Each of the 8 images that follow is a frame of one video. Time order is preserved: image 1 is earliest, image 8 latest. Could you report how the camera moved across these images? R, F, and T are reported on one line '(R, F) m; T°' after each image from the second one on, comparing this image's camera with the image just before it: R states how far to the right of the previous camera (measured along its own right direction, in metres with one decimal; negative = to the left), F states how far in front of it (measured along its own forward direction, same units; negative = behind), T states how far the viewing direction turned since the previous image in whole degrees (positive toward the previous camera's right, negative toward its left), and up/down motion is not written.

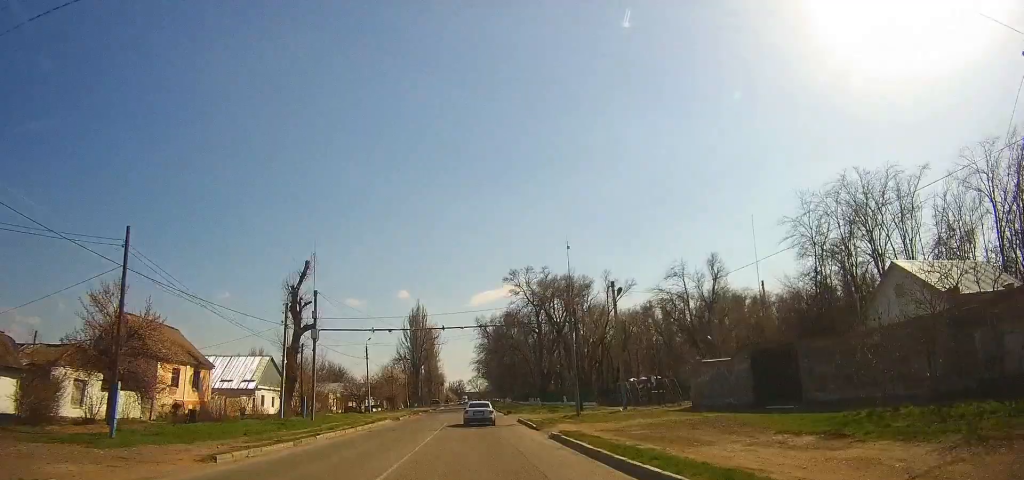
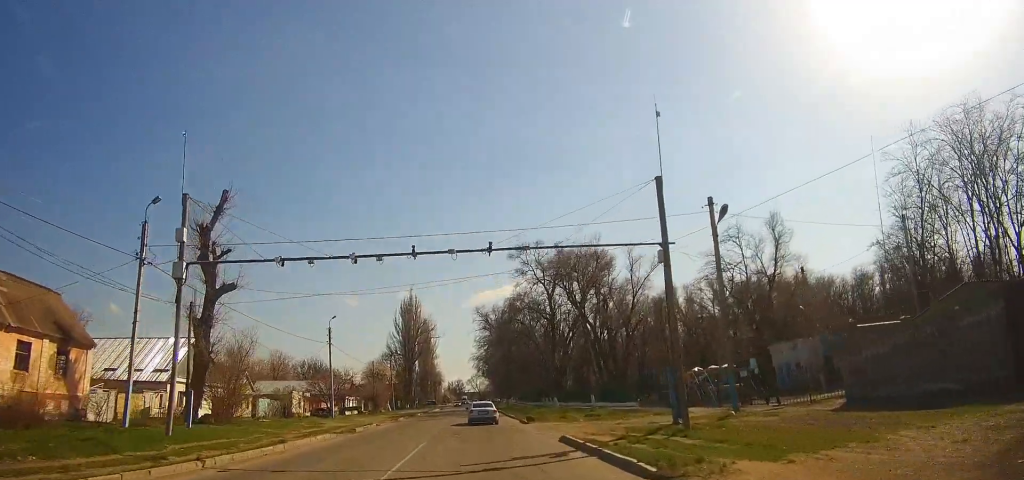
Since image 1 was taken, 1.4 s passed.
(-0.1, +17.6) m; 0°
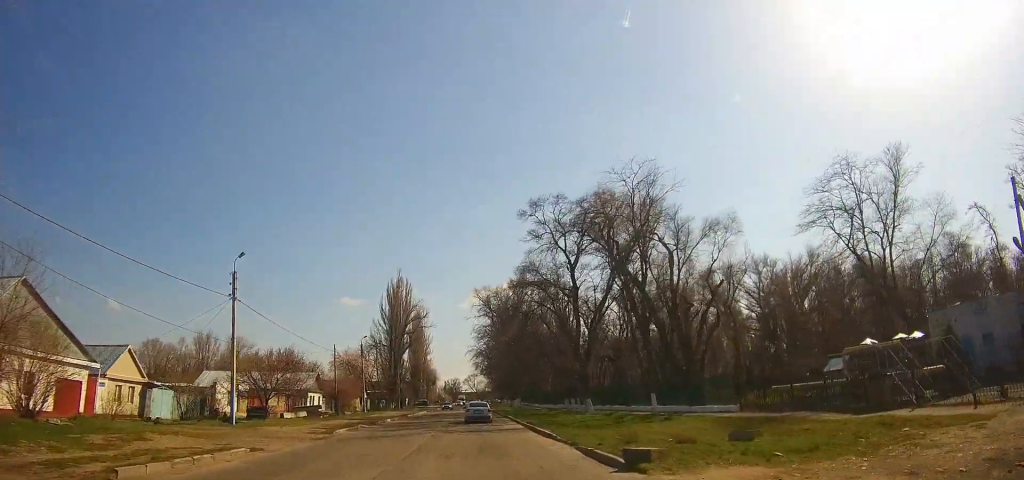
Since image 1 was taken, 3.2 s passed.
(0.0, +21.2) m; 0°
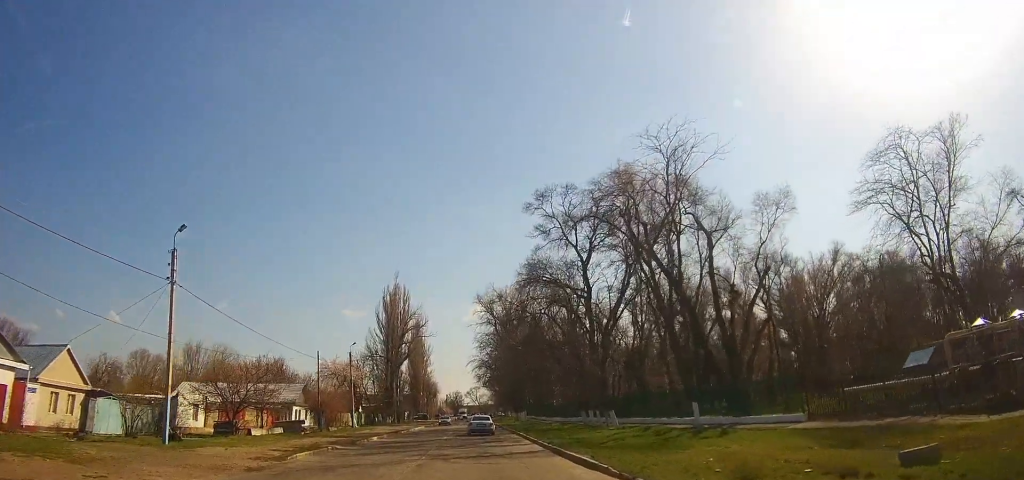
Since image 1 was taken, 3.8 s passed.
(0.0, +7.0) m; 0°
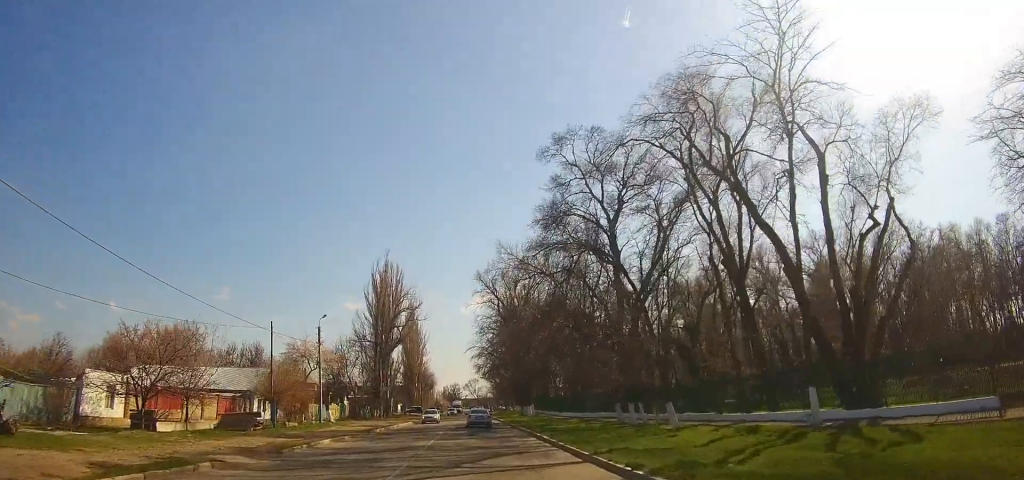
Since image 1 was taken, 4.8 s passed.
(0.0, +12.0) m; +1°
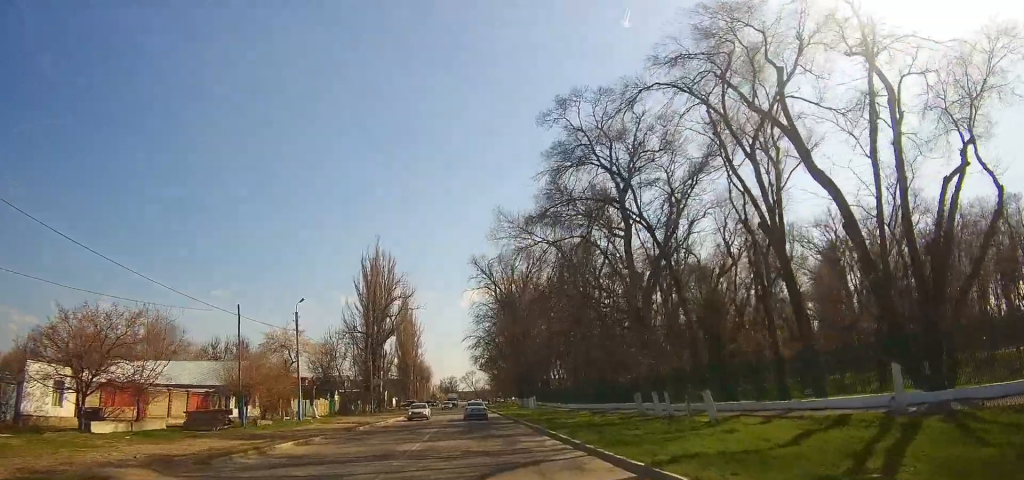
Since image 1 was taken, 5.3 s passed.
(+0.1, +5.3) m; 0°
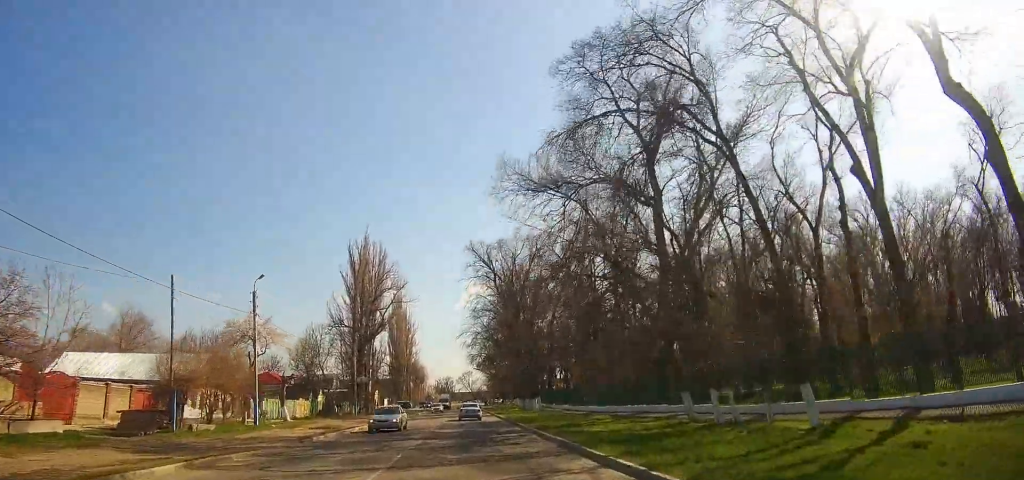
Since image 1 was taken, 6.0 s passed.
(0.0, +7.8) m; 0°
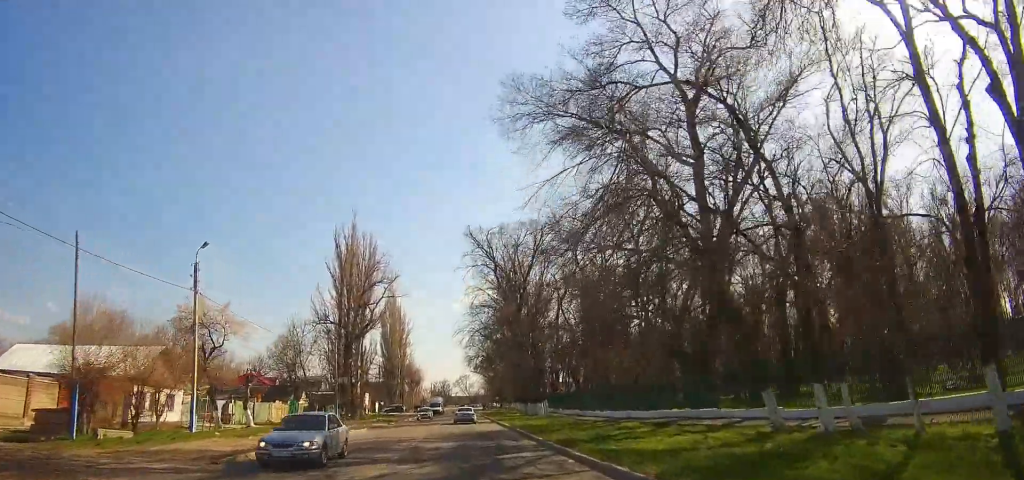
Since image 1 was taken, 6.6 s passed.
(-0.2, +7.4) m; 0°
